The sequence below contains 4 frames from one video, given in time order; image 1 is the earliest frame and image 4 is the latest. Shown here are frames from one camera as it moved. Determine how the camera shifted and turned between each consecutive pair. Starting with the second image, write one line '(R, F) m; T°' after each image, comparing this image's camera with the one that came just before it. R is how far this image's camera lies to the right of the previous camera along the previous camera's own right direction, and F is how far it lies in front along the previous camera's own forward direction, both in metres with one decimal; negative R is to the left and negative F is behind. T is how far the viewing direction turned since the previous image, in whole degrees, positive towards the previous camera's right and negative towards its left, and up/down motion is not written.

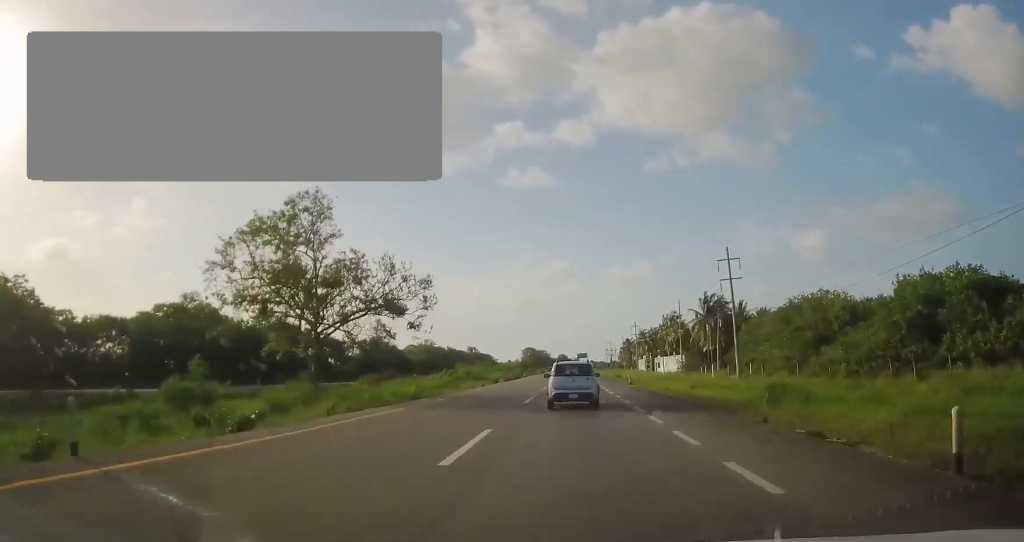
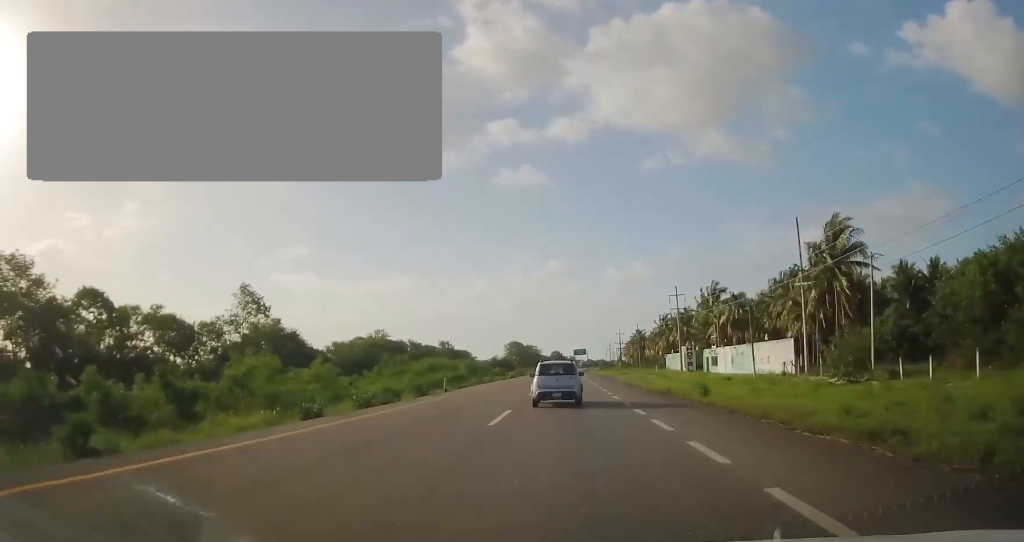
(-0.8, +54.3) m; 0°
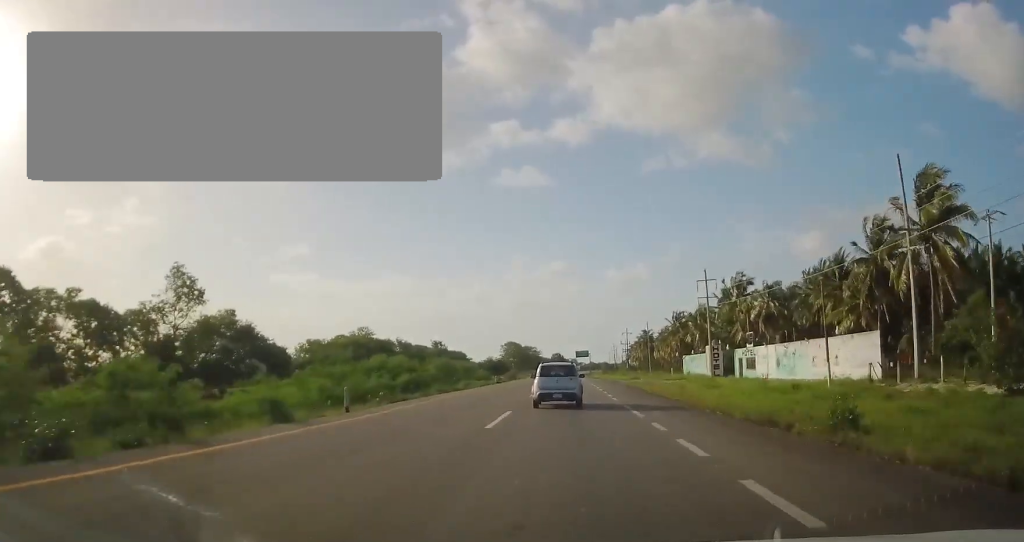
(+0.1, +15.5) m; +1°
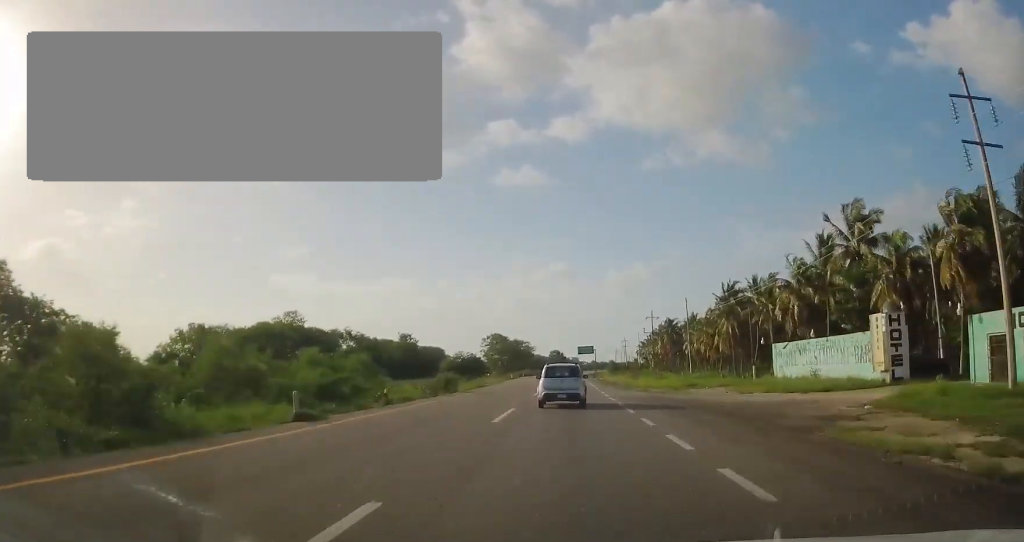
(-0.1, +42.7) m; -3°
